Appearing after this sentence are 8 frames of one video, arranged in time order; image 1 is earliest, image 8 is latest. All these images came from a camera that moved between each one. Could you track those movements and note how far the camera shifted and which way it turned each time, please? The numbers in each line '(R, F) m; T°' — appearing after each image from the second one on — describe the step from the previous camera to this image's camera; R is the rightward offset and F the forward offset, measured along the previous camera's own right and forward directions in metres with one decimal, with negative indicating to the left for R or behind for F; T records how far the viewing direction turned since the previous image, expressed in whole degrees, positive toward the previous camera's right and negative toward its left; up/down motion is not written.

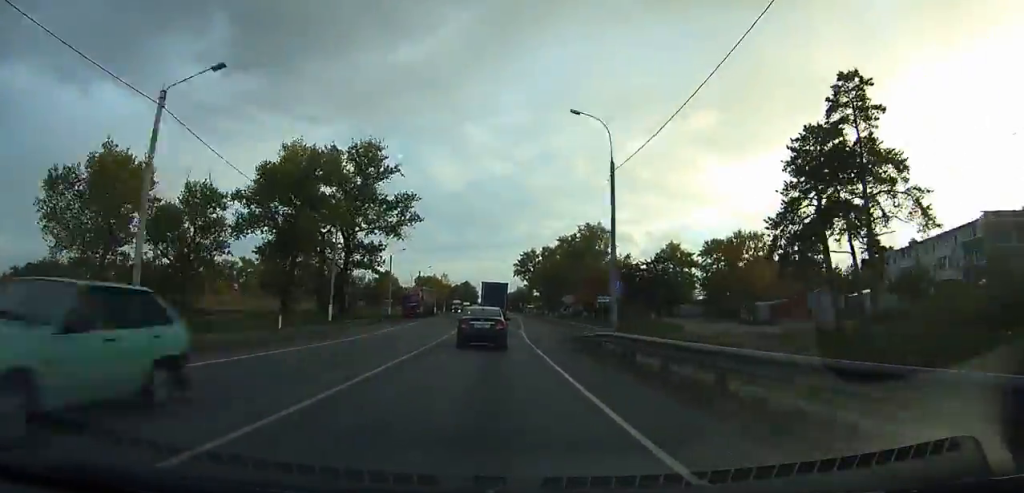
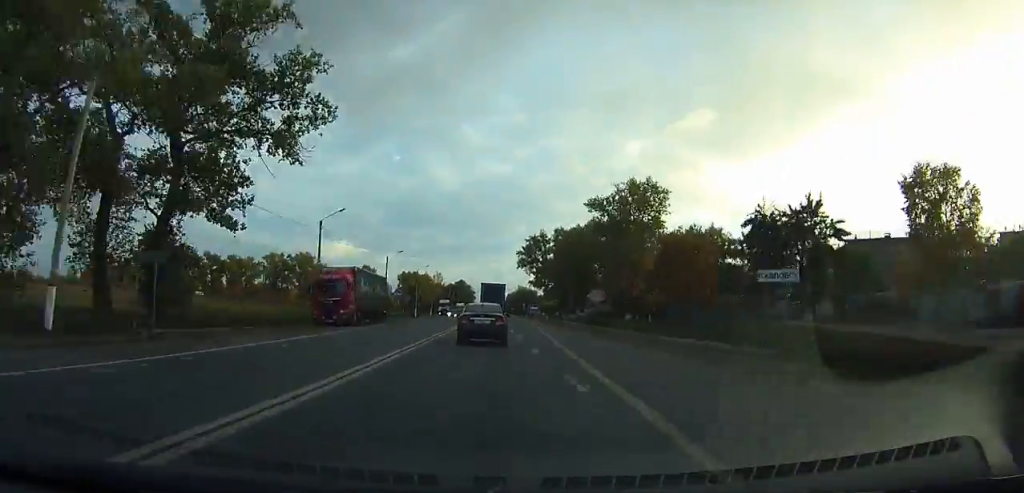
(-0.3, +36.4) m; 0°
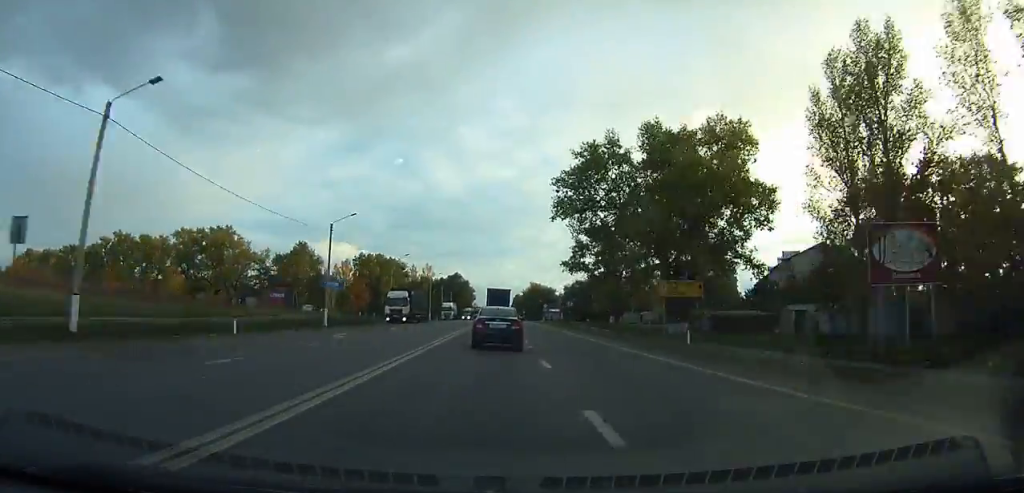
(-0.1, +66.5) m; 0°
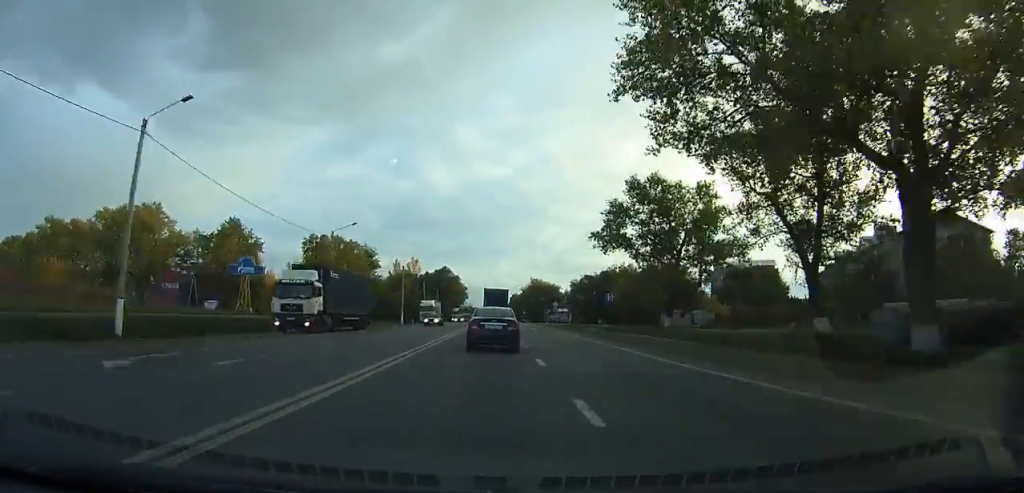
(+0.1, +30.0) m; 0°
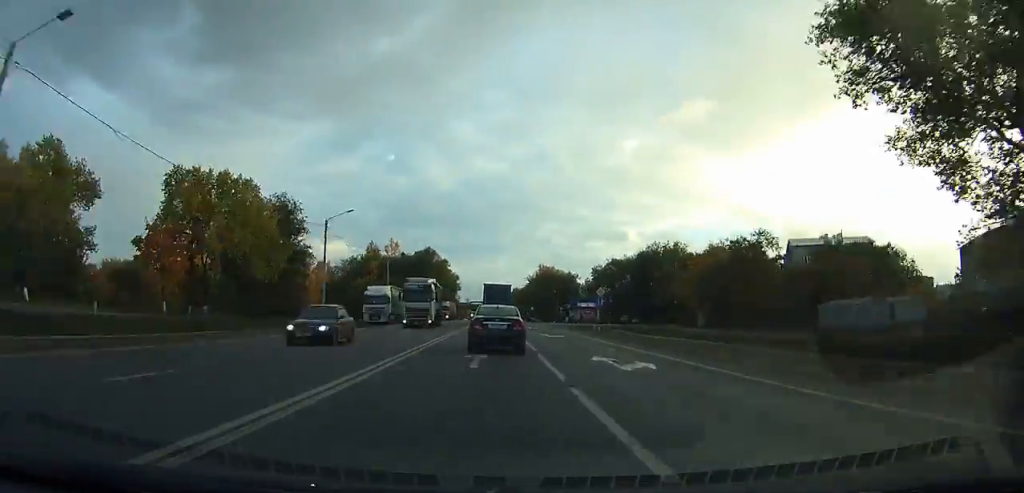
(+0.1, +42.0) m; 0°
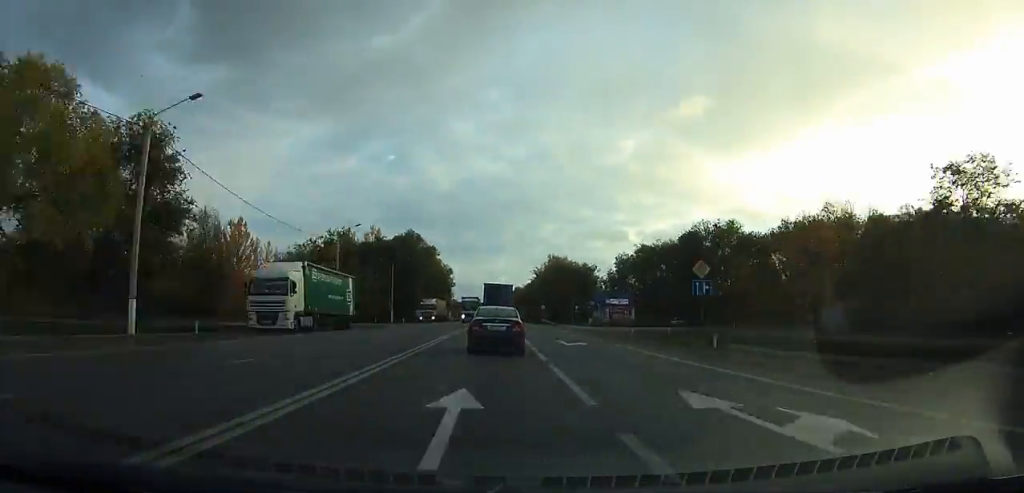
(+0.1, +27.8) m; 0°
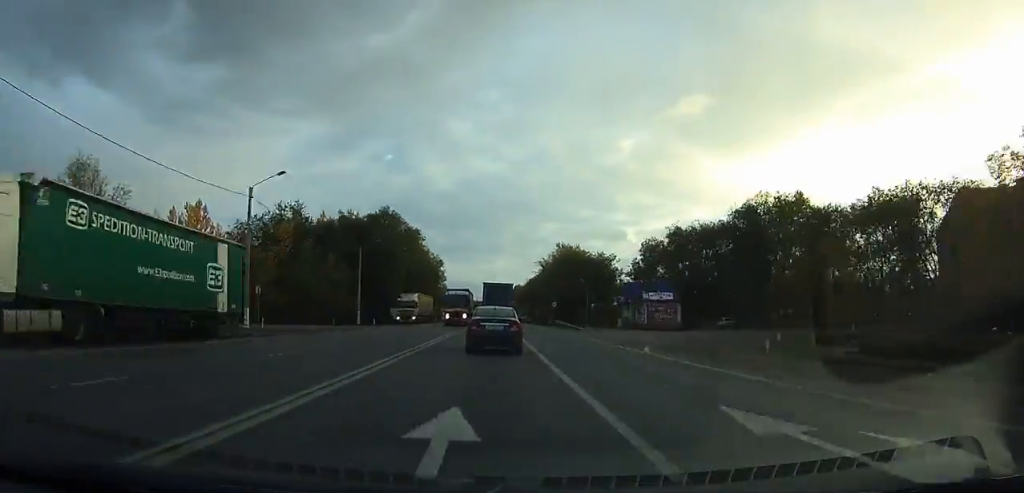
(0.0, +22.3) m; 0°
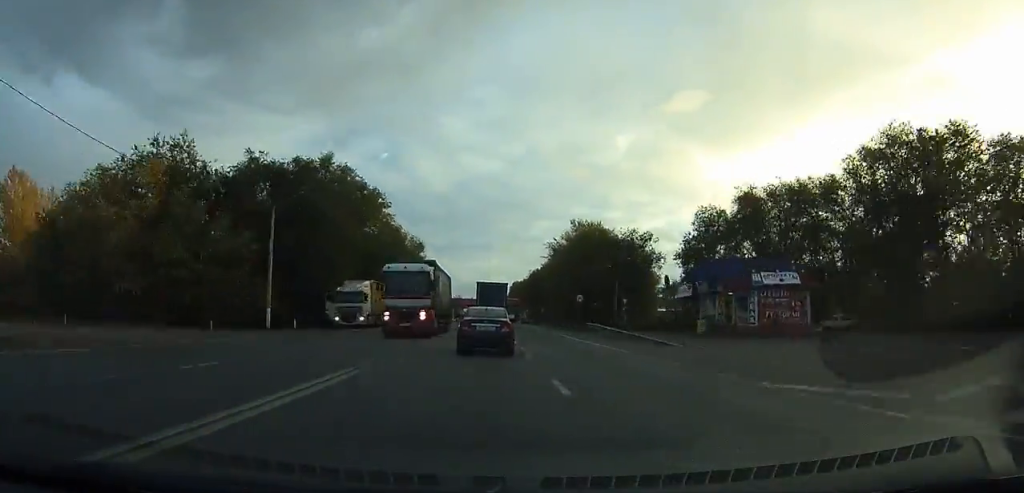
(0.0, +27.3) m; 0°
